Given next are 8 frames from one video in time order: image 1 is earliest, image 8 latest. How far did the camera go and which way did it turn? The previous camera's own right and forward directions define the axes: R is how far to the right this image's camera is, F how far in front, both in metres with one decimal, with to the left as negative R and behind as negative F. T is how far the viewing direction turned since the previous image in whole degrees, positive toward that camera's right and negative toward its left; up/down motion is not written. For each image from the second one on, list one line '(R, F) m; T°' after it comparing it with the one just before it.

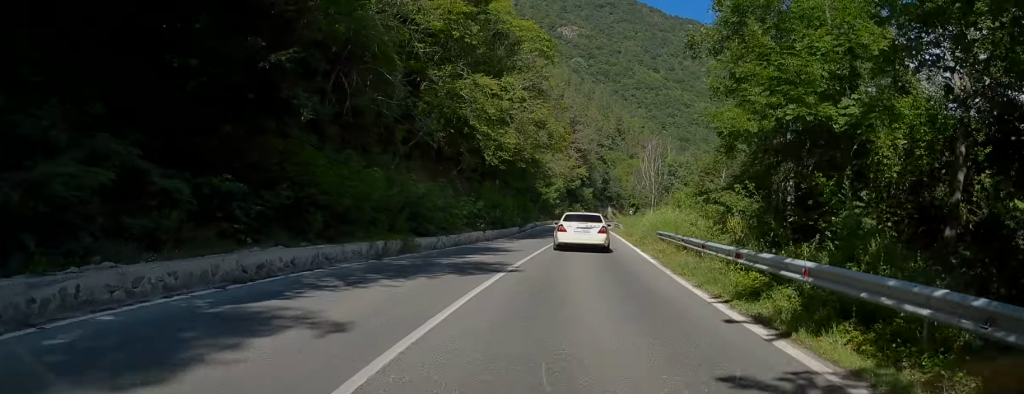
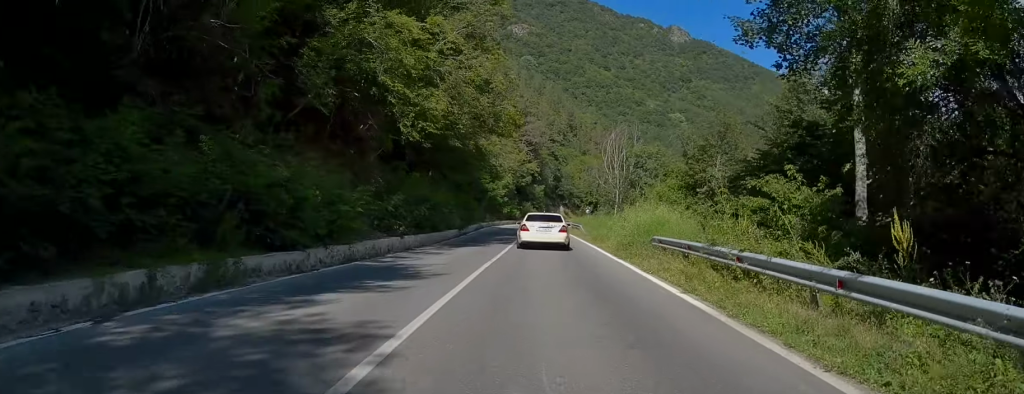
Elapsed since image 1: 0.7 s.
(+0.5, +9.6) m; +2°
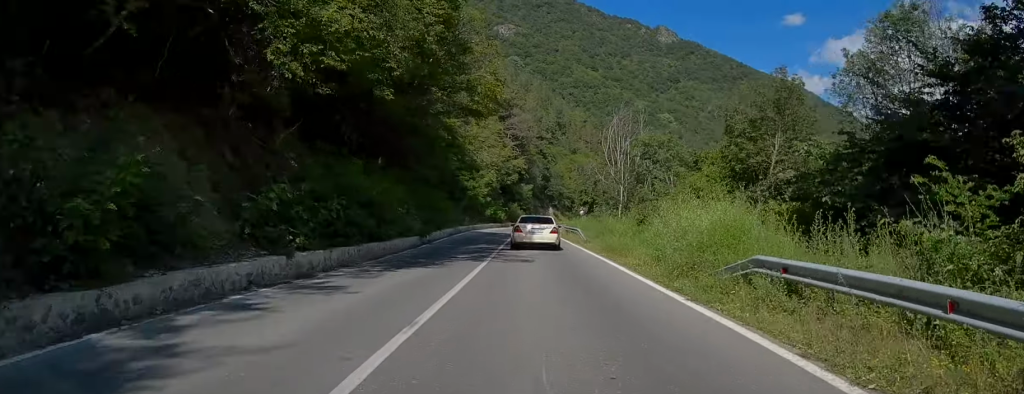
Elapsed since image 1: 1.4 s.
(0.0, +10.4) m; +1°
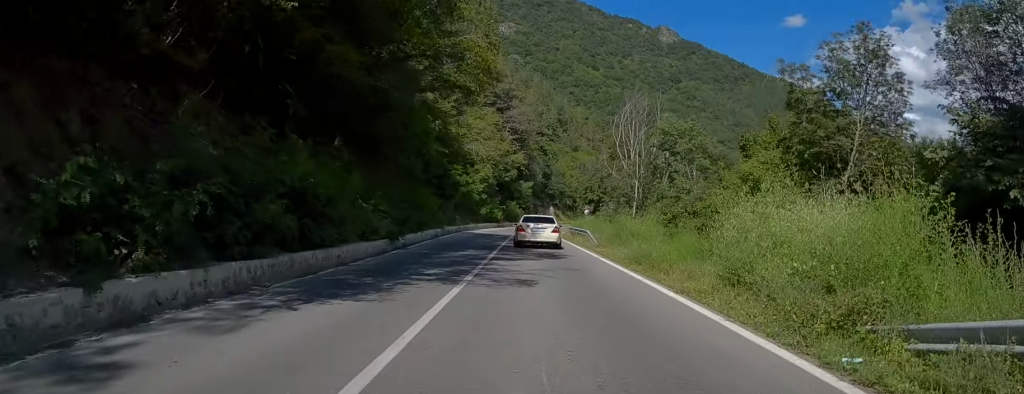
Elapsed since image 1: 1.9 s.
(-0.2, +6.7) m; 0°
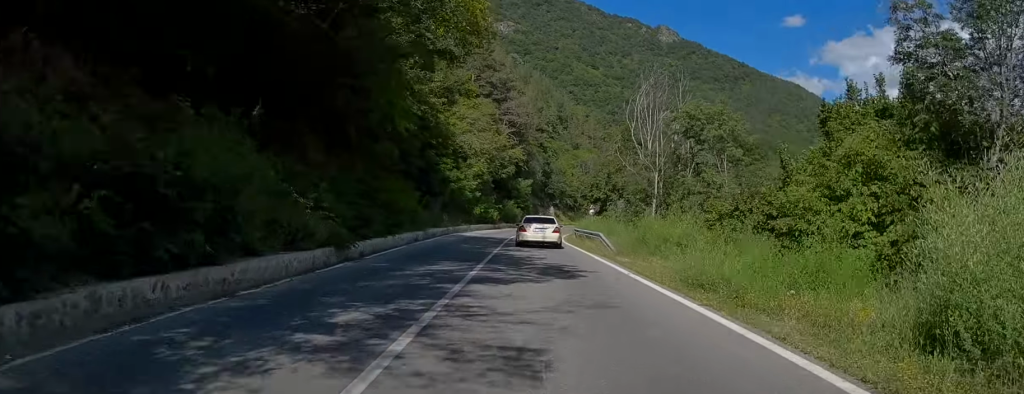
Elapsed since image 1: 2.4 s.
(+0.2, +6.9) m; 0°
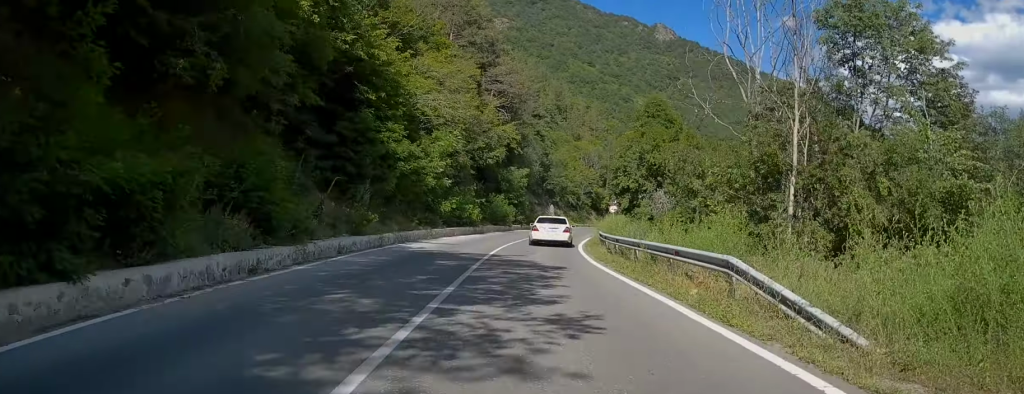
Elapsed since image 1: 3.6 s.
(0.0, +18.9) m; +1°
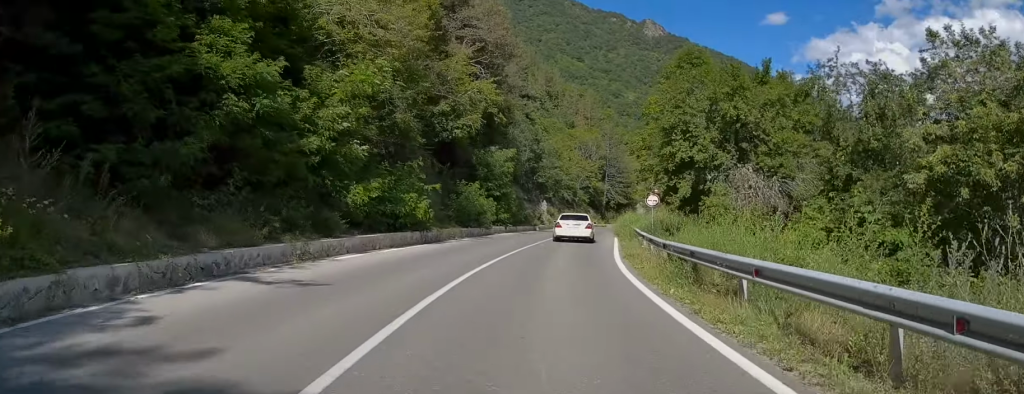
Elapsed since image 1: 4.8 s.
(+0.3, +17.5) m; +2°
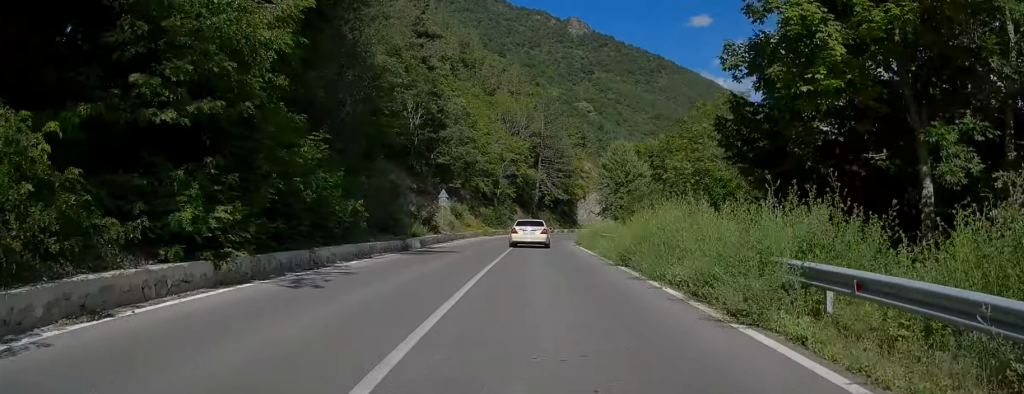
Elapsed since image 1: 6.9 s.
(+1.4, +33.6) m; +4°
